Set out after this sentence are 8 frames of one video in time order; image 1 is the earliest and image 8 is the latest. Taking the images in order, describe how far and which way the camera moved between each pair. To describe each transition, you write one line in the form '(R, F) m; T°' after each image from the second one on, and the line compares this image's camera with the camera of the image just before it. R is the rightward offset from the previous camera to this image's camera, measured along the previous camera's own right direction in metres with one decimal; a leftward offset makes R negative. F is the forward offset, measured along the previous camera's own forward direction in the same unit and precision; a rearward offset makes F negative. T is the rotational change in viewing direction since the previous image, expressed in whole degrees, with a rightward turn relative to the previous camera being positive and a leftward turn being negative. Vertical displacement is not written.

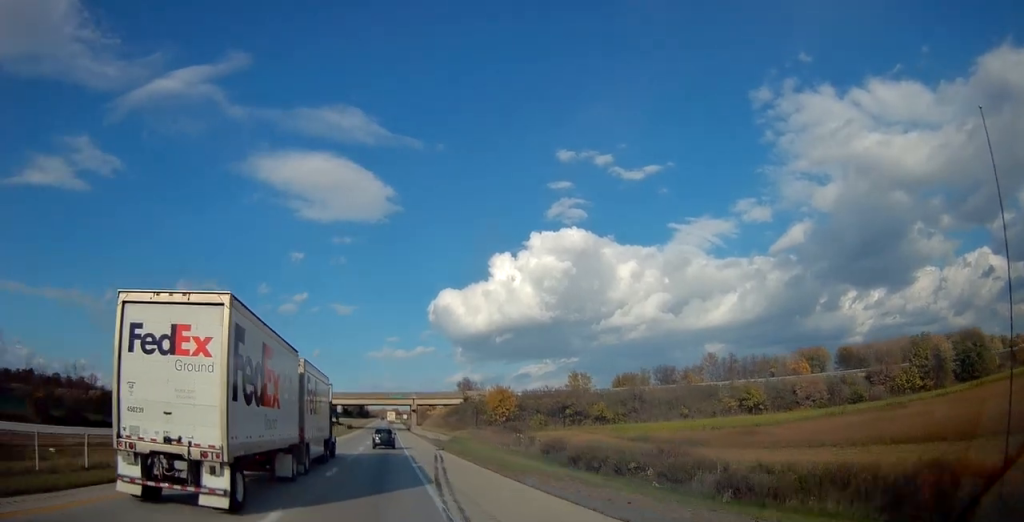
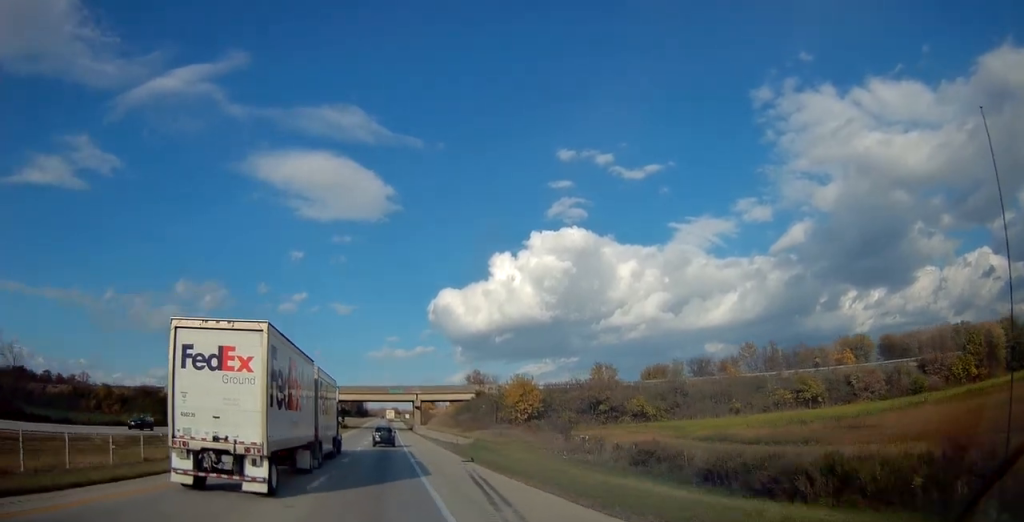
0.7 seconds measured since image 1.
(+0.1, +16.6) m; -1°
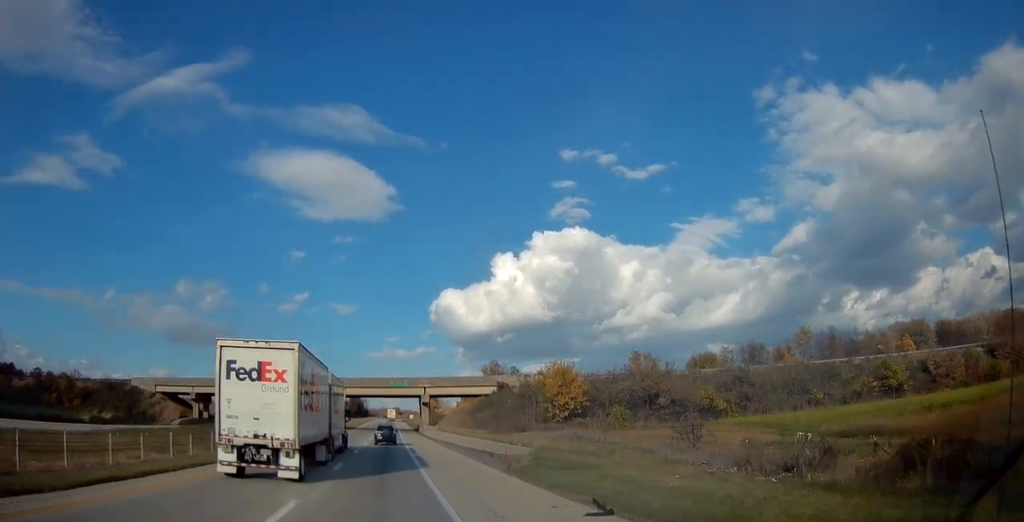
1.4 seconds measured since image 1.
(-0.3, +18.8) m; 0°
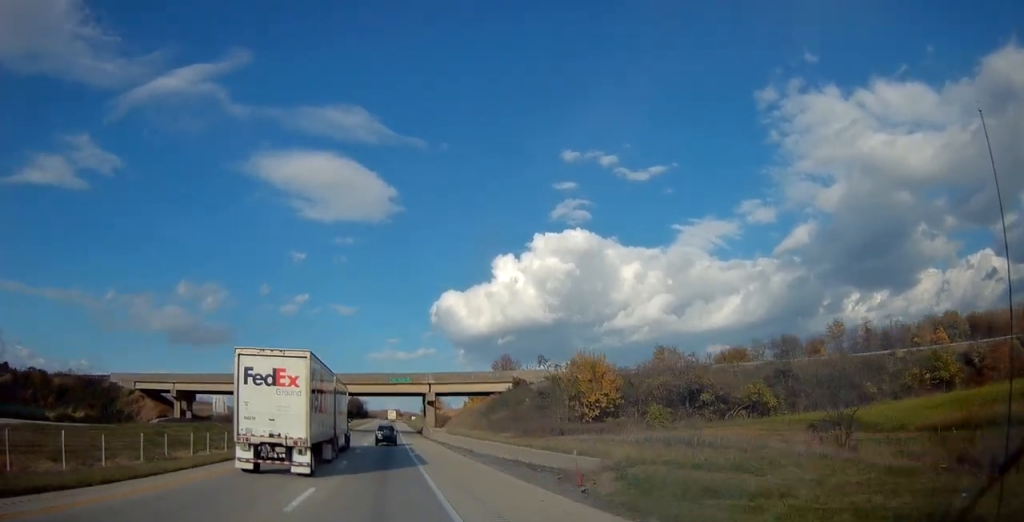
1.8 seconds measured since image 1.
(0.0, +9.8) m; 0°
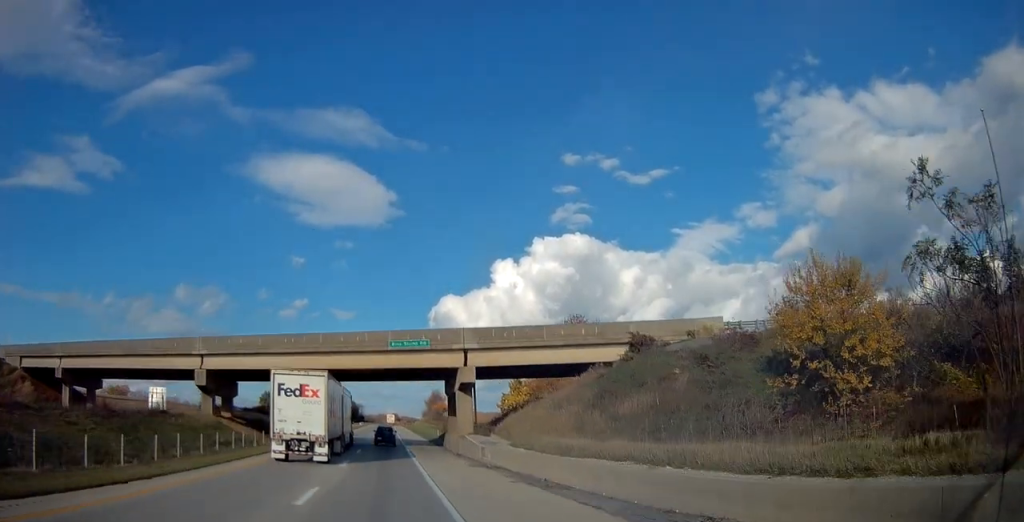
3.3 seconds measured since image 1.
(+0.2, +35.7) m; +1°
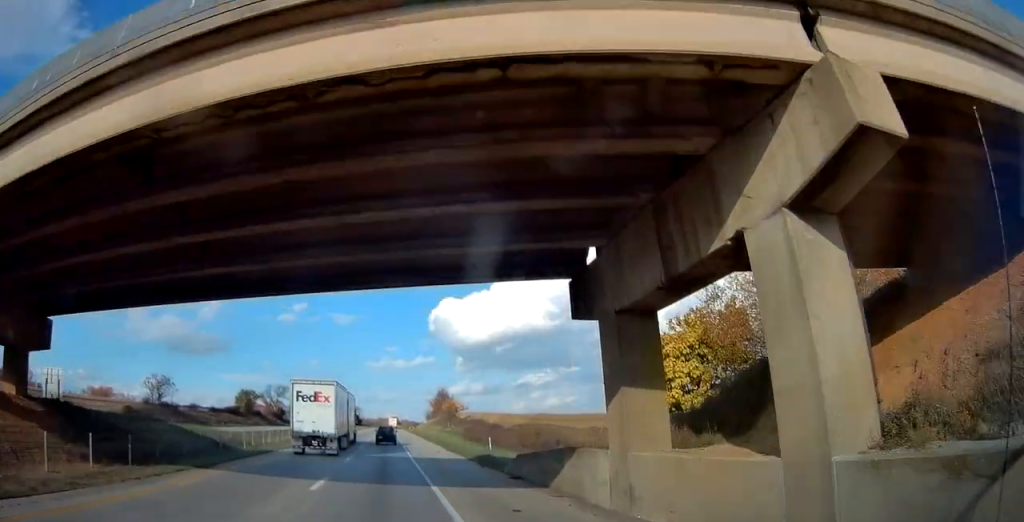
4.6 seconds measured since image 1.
(+0.2, +32.5) m; 0°
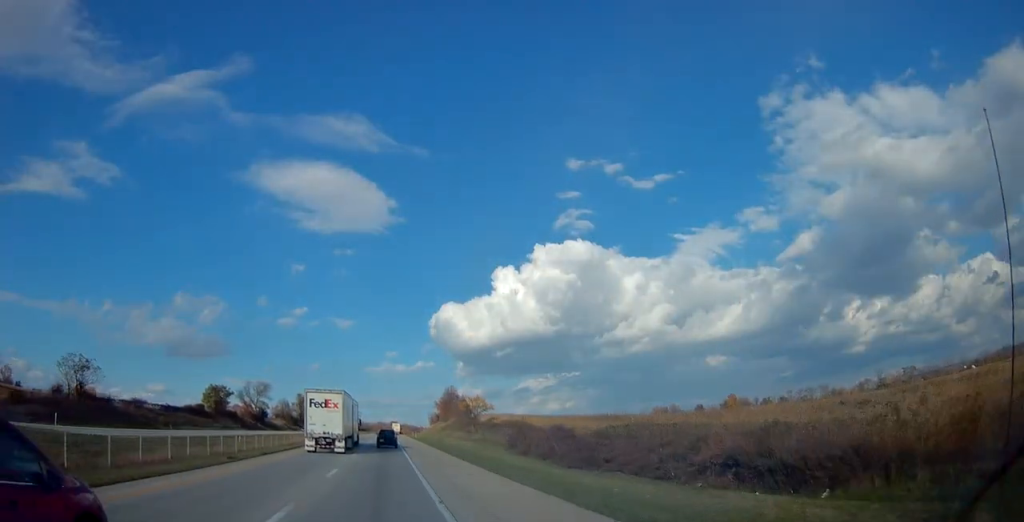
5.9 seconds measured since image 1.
(-0.1, +32.0) m; 0°
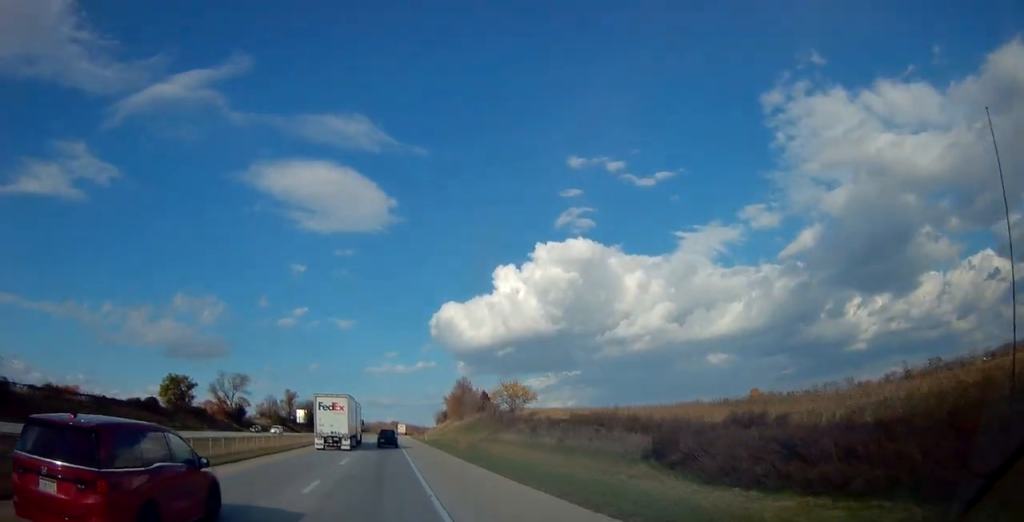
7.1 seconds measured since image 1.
(0.0, +29.7) m; 0°
